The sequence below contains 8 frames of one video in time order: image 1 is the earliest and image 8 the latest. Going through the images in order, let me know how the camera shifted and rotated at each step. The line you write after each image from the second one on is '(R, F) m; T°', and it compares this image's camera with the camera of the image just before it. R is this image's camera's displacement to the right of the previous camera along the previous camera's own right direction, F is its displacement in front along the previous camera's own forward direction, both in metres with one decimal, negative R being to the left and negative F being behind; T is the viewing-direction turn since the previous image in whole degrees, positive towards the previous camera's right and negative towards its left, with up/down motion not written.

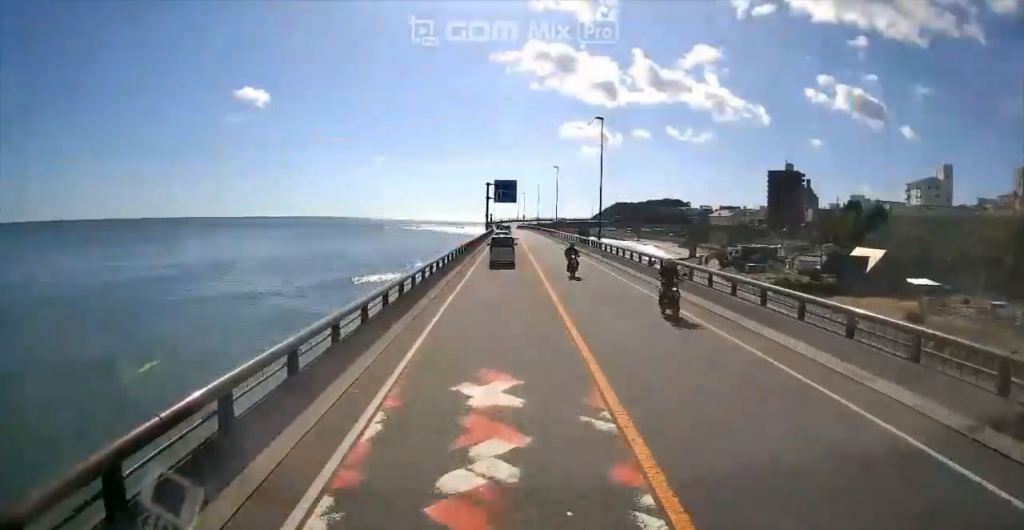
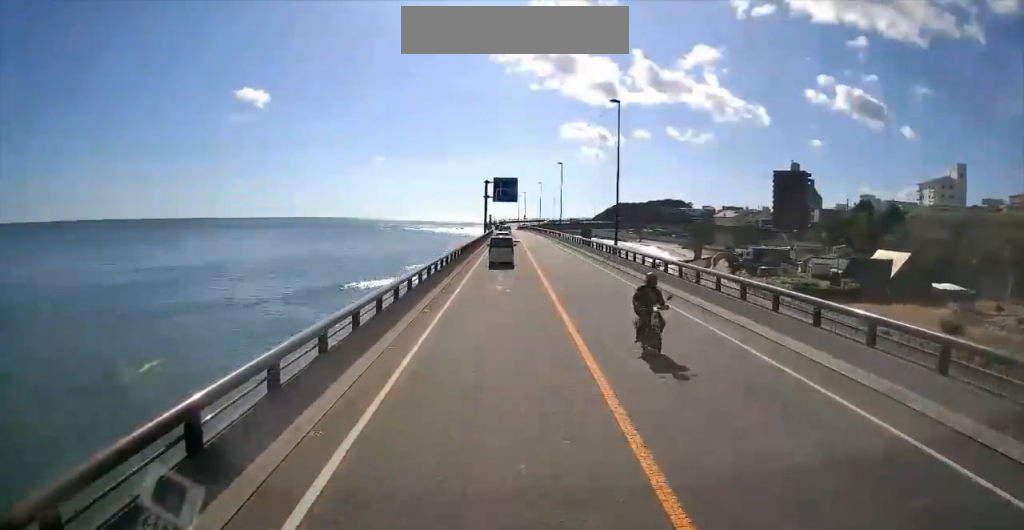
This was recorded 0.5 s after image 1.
(+0.3, +6.9) m; 0°
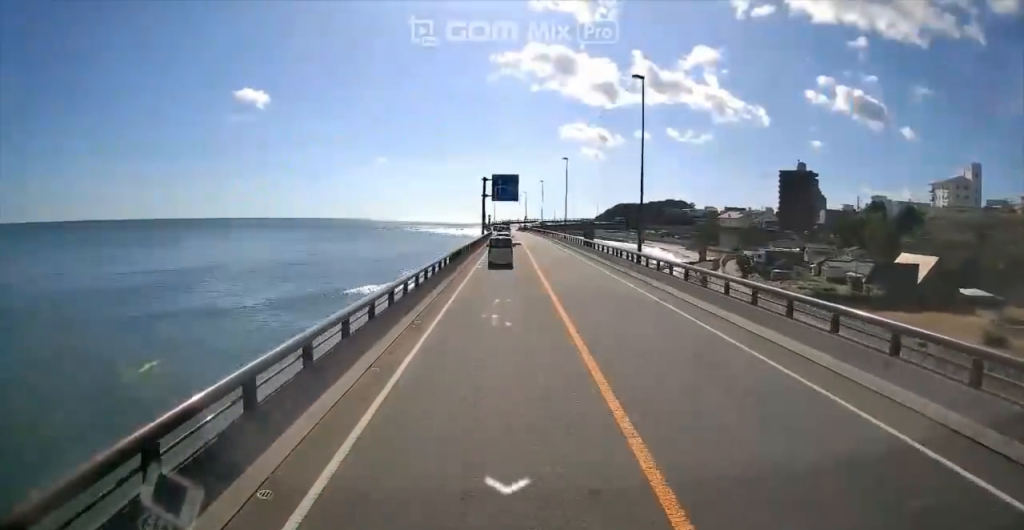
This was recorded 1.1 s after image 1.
(+0.3, +6.8) m; +1°
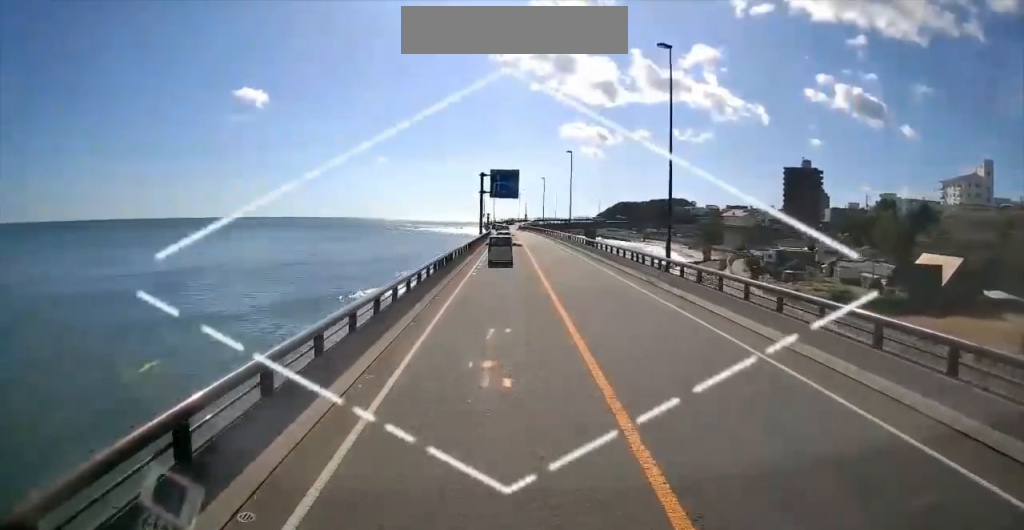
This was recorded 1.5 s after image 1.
(-0.2, +5.0) m; +2°
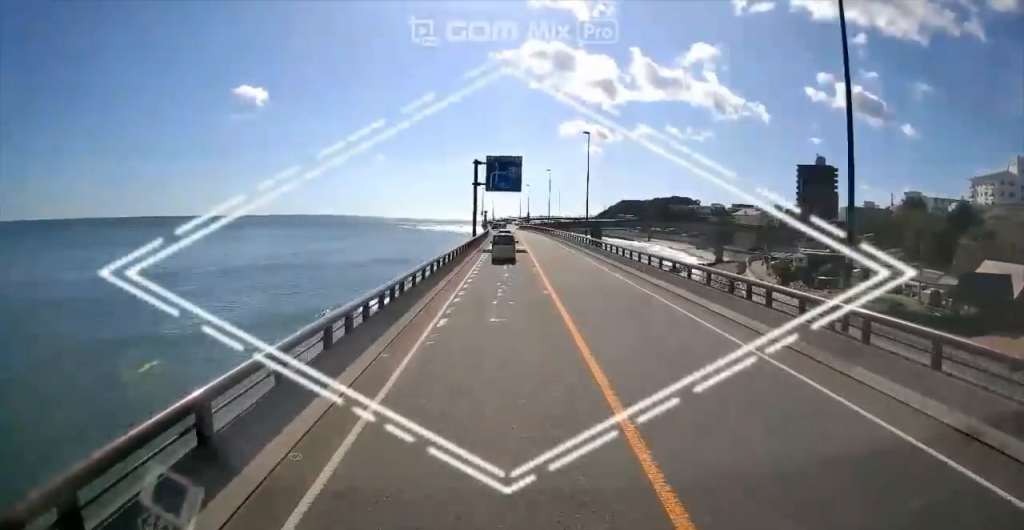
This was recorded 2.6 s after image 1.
(+0.3, +6.3) m; 0°
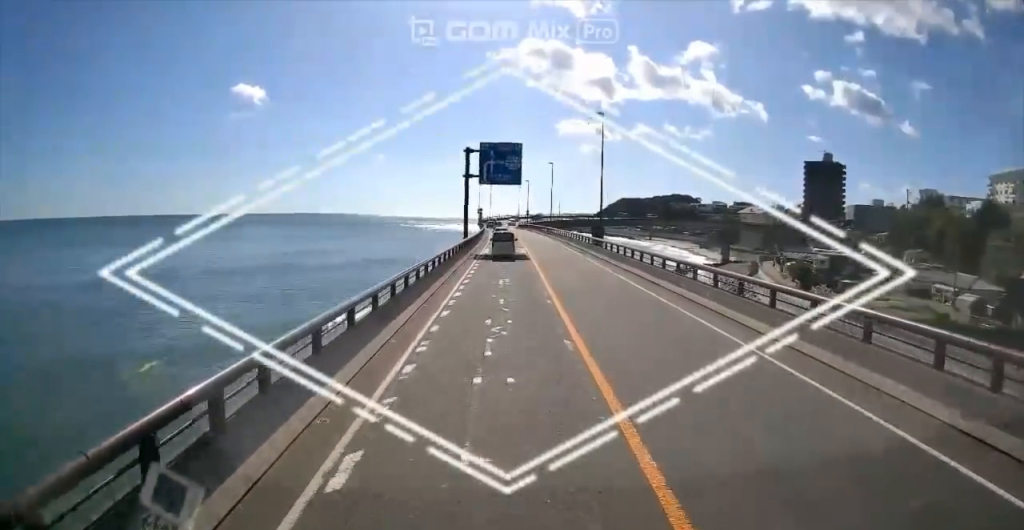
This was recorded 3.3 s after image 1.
(+0.1, +5.0) m; -3°
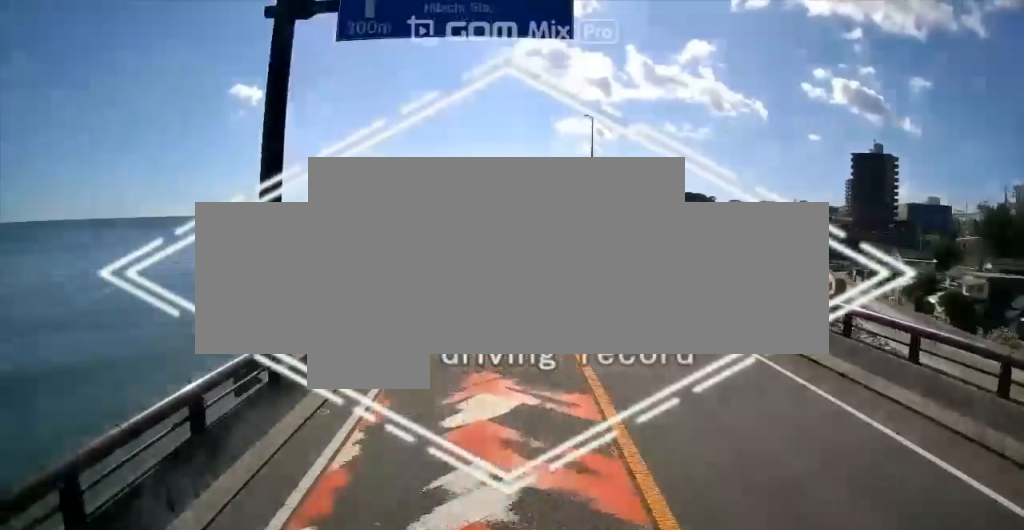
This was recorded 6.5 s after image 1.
(+0.2, +51.8) m; +1°
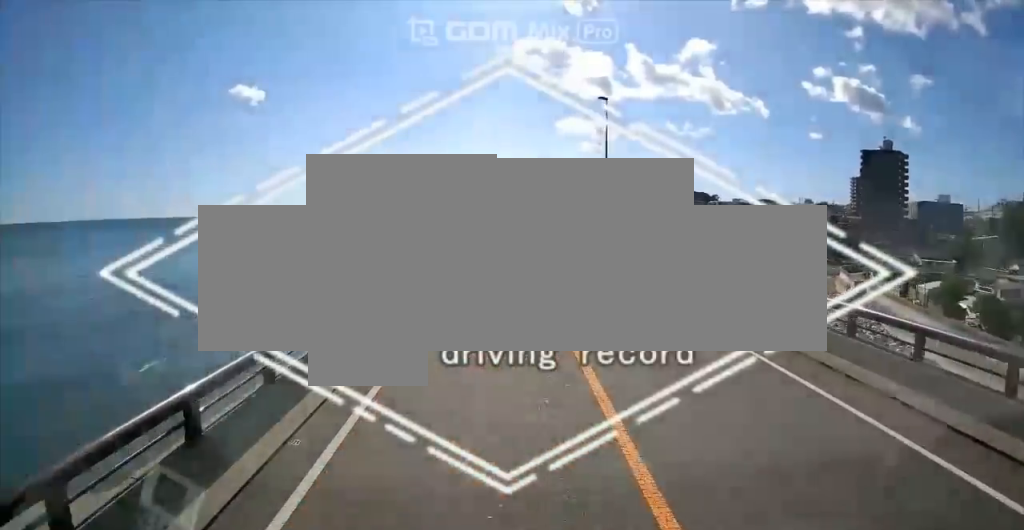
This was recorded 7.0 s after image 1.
(-0.1, +6.8) m; -1°
